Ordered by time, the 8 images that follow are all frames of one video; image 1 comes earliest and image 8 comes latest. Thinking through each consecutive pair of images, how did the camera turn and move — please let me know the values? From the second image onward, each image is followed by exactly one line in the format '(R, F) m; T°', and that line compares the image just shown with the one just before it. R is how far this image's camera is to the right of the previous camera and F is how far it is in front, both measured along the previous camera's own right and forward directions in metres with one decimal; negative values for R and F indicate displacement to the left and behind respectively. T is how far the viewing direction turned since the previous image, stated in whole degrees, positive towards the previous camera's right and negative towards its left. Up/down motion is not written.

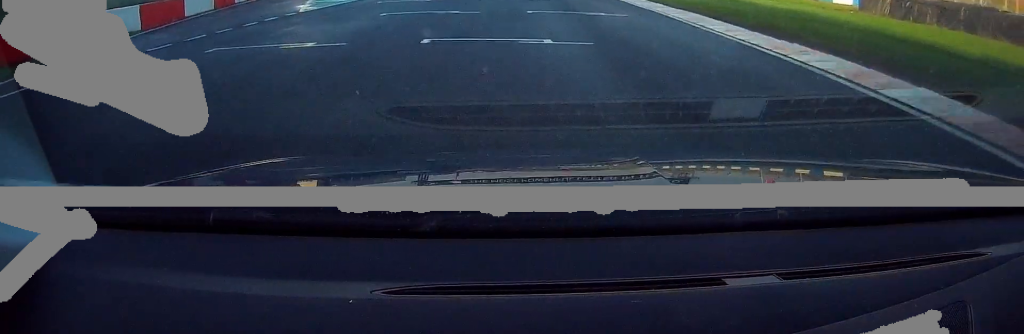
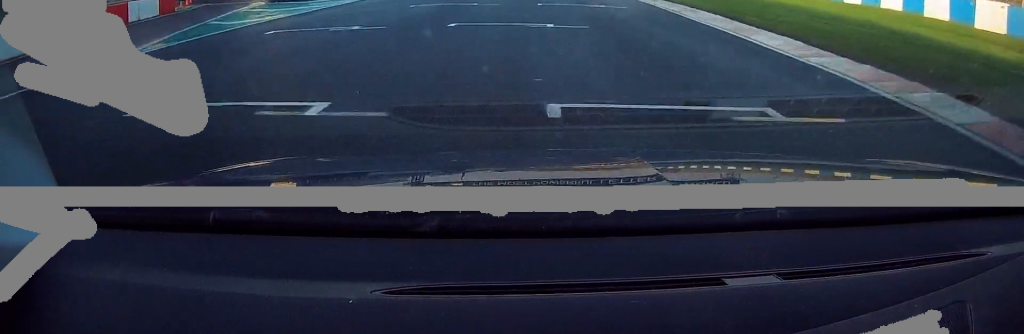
(-0.2, +12.8) m; -1°
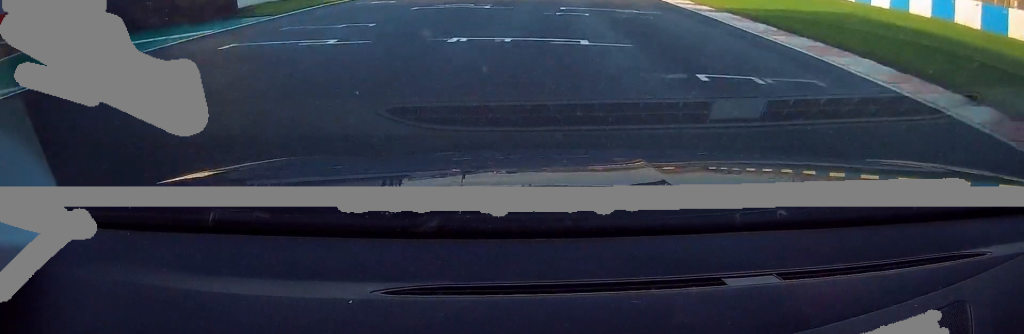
(-0.3, +19.3) m; -1°
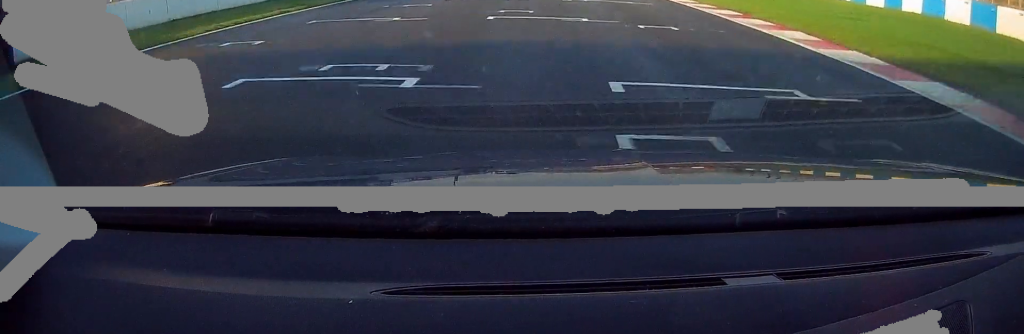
(0.0, +12.0) m; 0°
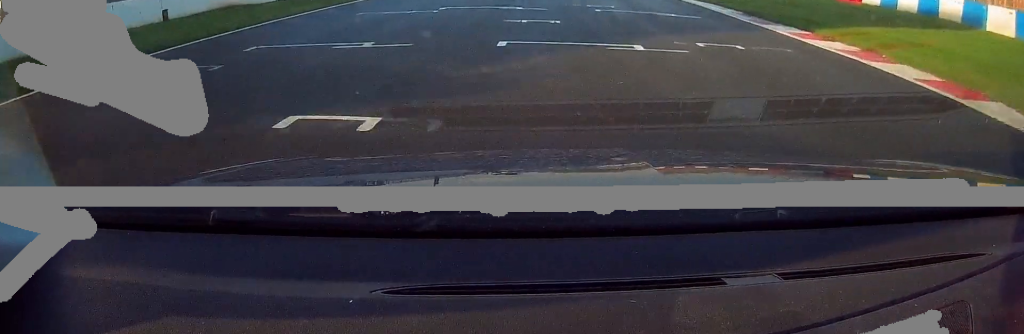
(-0.1, +20.8) m; -1°
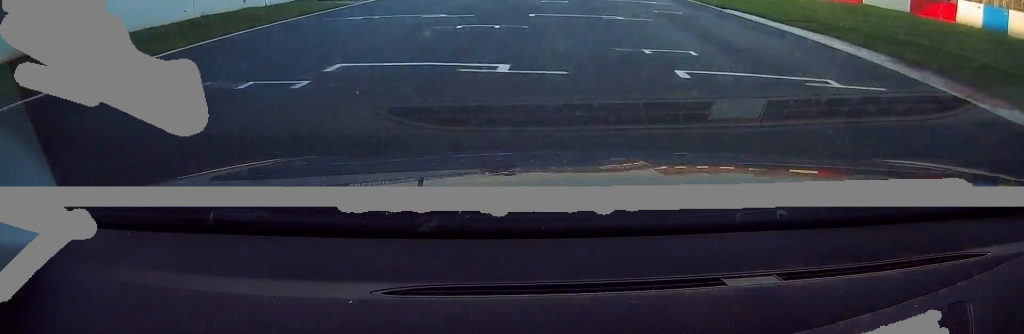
(-0.3, +10.3) m; 0°
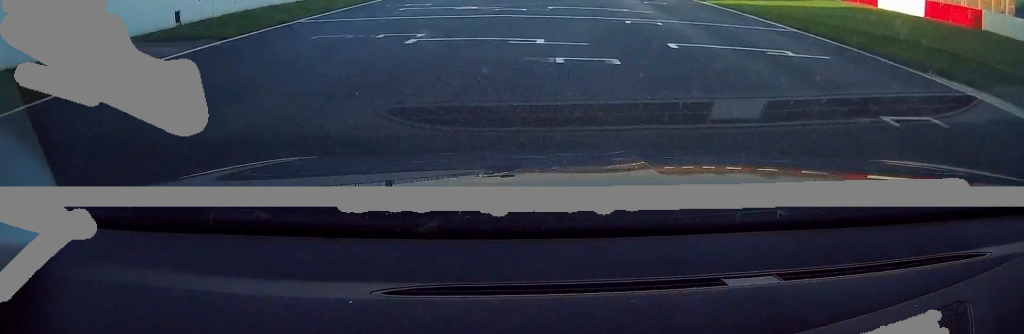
(+0.2, +13.3) m; 0°
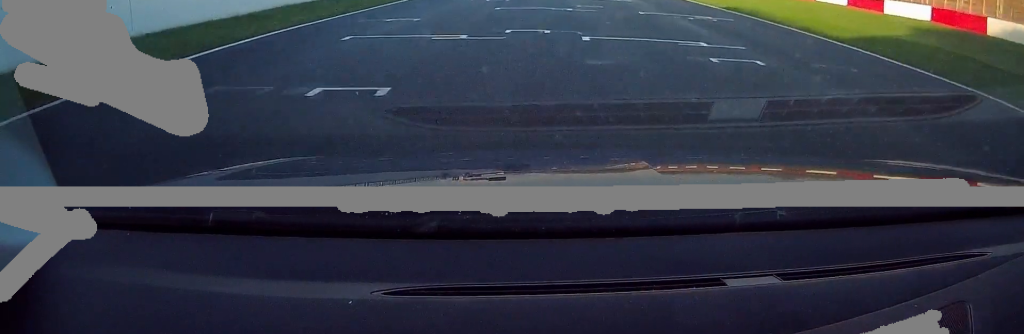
(-0.2, +23.4) m; 0°
